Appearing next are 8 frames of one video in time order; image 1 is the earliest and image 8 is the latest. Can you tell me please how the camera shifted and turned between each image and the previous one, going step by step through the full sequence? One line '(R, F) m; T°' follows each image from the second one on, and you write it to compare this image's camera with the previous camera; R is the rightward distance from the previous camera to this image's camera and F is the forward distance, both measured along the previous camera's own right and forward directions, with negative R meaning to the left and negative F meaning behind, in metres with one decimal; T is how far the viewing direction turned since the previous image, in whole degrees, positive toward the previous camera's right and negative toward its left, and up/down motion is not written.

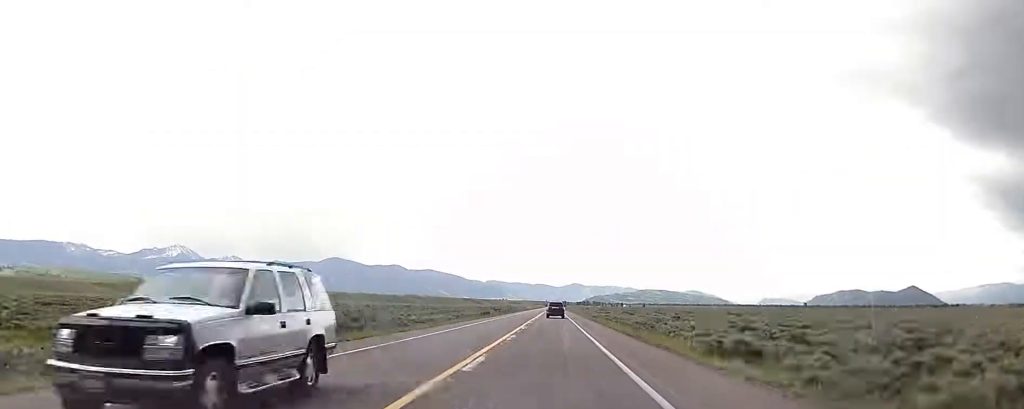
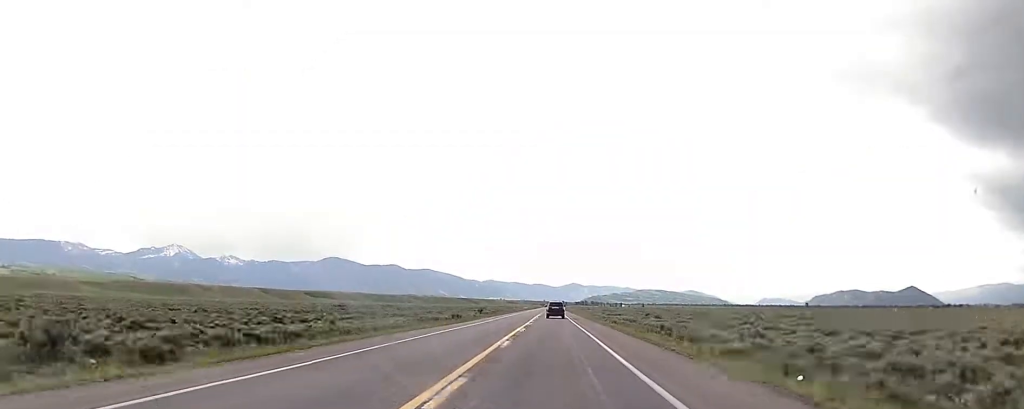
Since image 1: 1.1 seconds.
(-0.1, +29.2) m; 0°
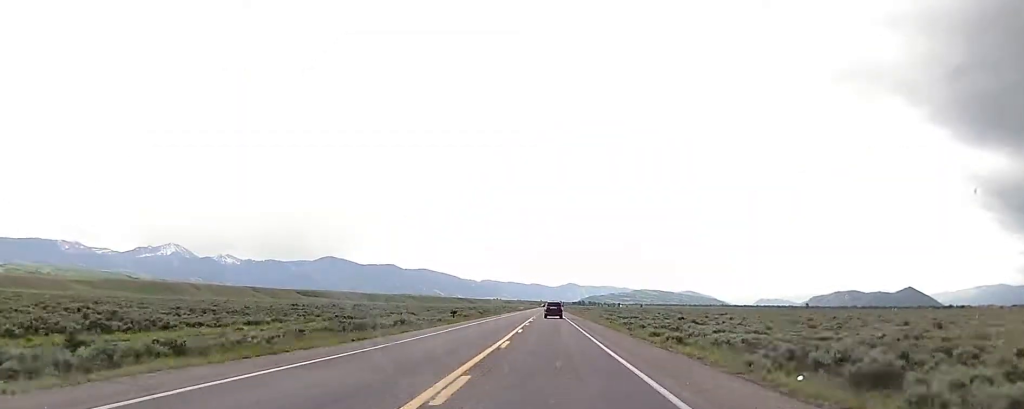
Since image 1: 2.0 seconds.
(+0.2, +24.1) m; +1°
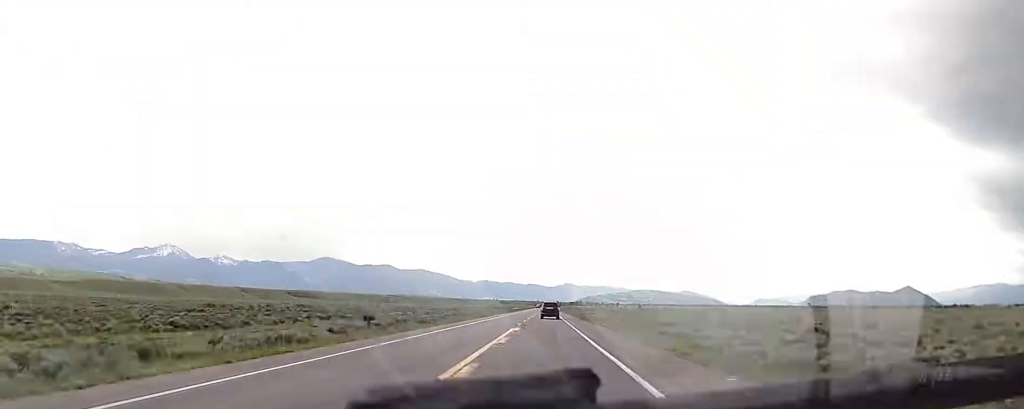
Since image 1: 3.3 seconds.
(+0.3, +34.1) m; 0°
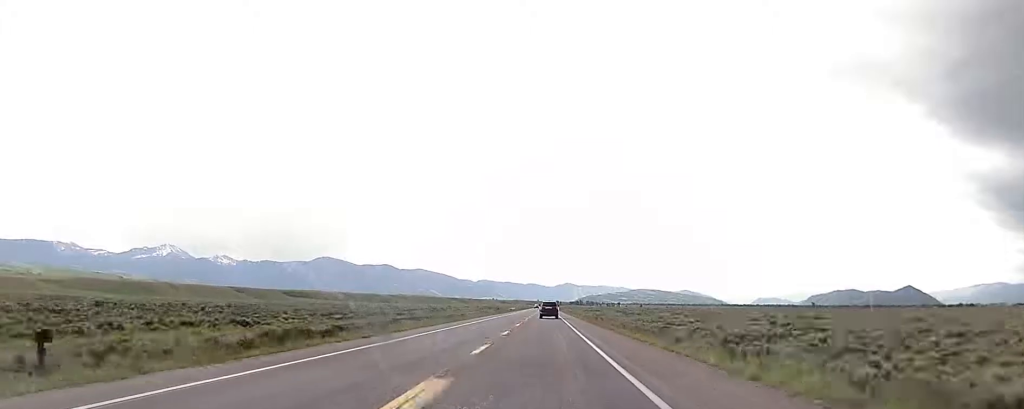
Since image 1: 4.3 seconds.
(-0.4, +27.8) m; -1°
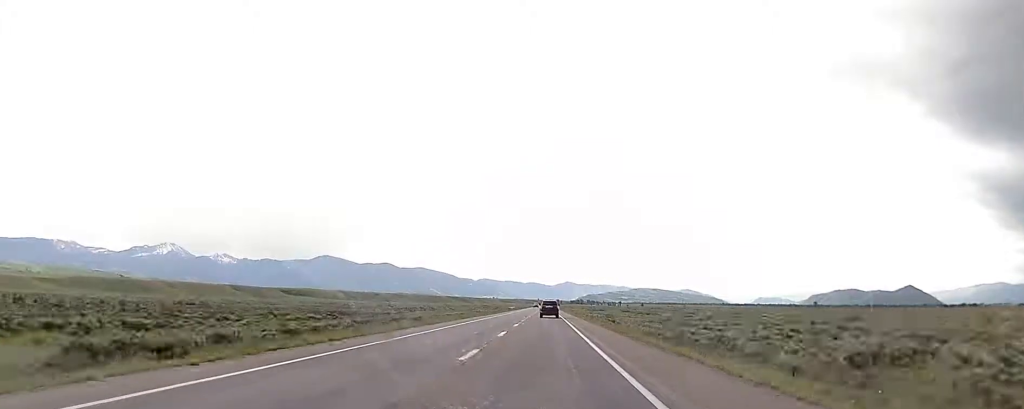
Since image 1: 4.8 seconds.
(-0.1, +14.4) m; 0°
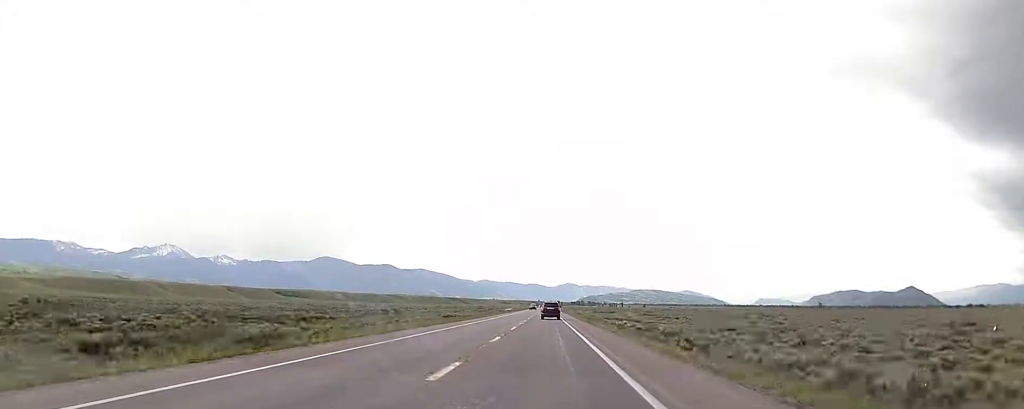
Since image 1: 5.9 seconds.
(+0.5, +28.7) m; +1°
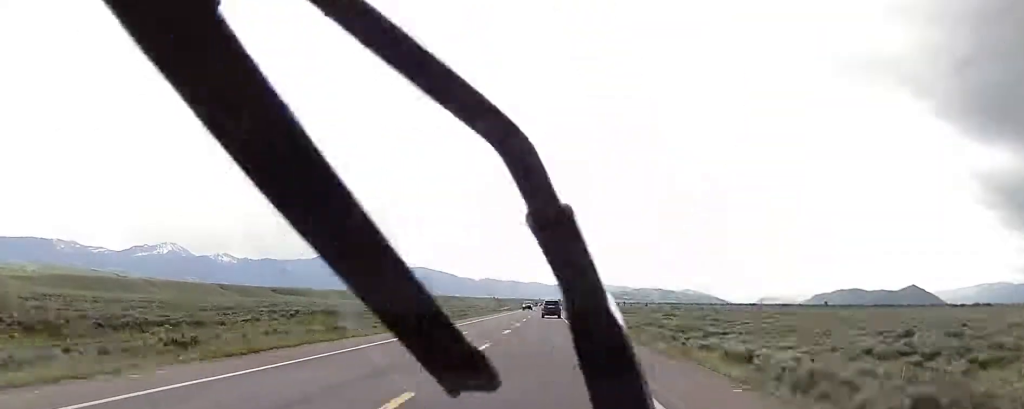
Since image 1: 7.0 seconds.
(+0.2, +29.6) m; -1°
